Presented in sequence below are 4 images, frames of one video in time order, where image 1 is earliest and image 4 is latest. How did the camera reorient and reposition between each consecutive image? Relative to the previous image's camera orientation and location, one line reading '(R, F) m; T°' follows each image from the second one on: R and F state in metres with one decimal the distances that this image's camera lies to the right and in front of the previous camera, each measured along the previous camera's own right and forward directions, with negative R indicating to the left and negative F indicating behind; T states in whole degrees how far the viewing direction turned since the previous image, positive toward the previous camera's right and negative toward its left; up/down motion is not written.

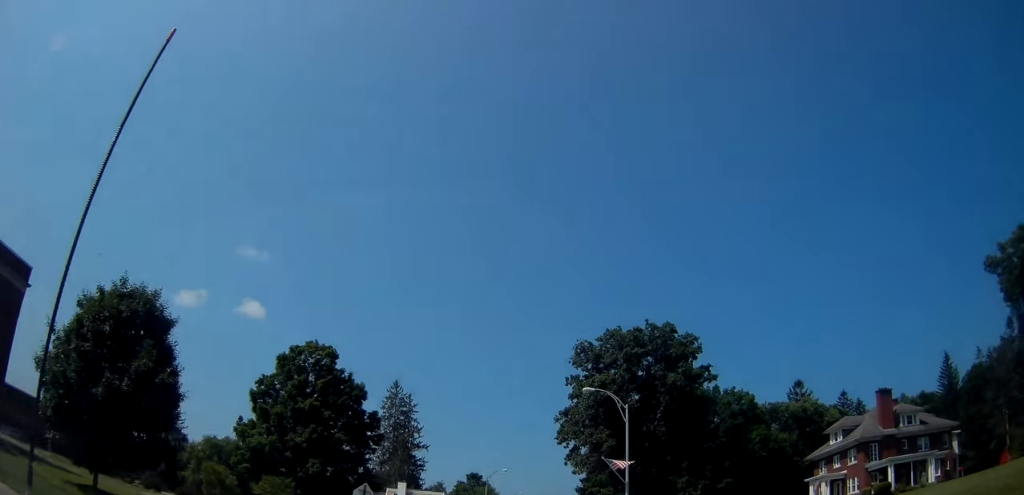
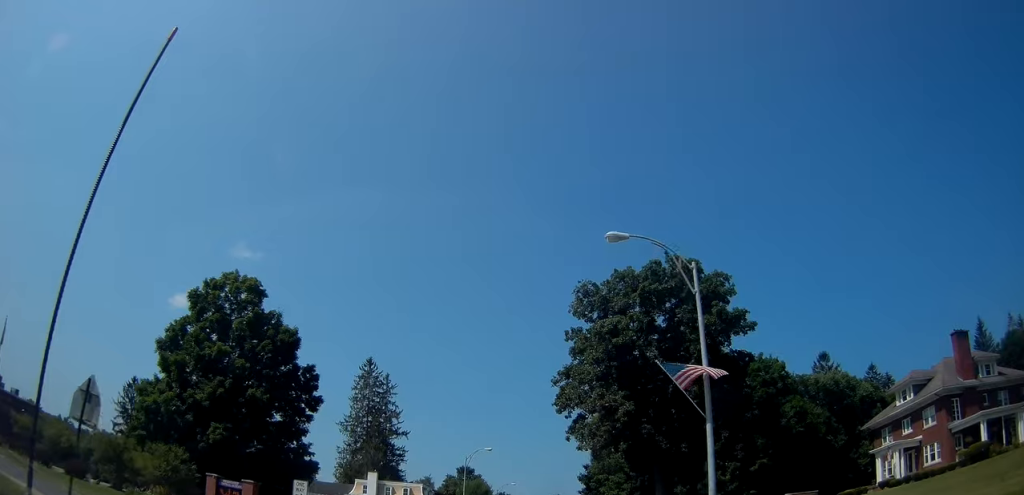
(-0.2, +15.6) m; 0°
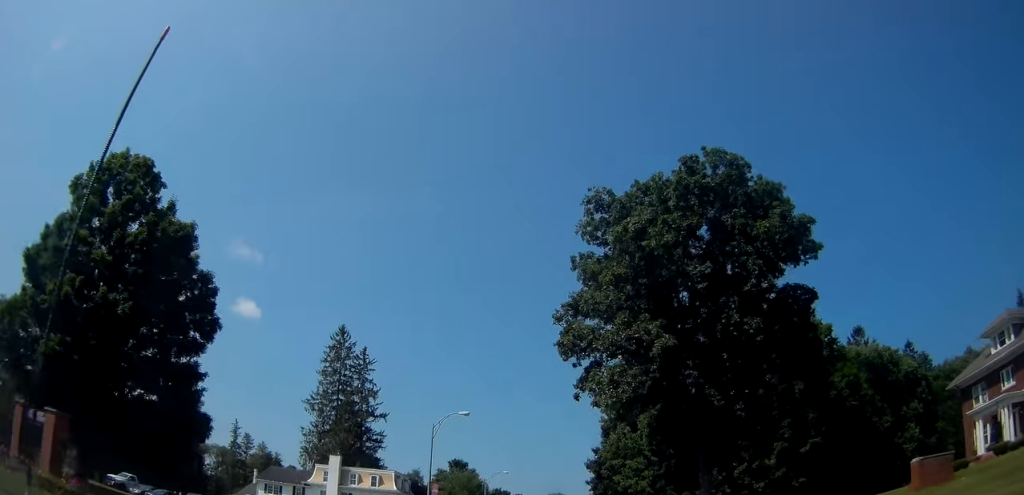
(-0.2, +15.2) m; -1°
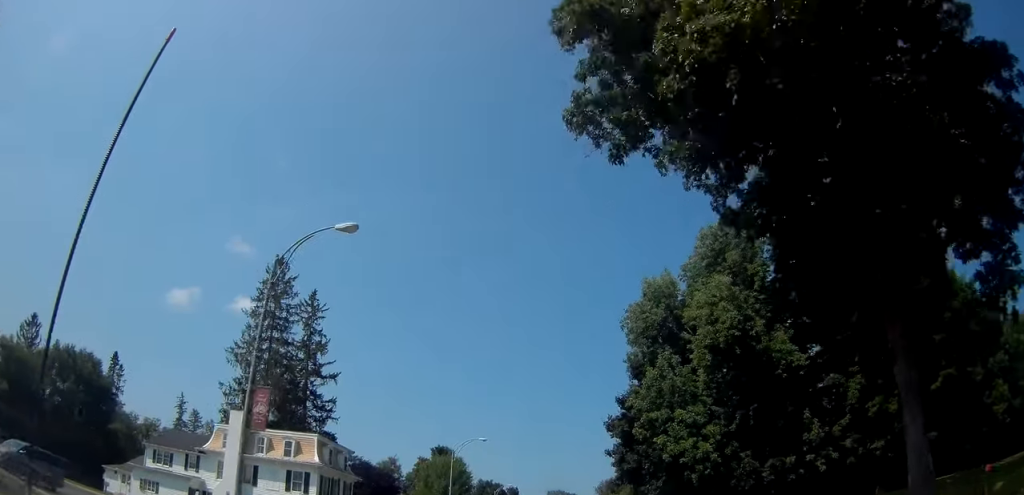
(+0.2, +22.9) m; +1°
